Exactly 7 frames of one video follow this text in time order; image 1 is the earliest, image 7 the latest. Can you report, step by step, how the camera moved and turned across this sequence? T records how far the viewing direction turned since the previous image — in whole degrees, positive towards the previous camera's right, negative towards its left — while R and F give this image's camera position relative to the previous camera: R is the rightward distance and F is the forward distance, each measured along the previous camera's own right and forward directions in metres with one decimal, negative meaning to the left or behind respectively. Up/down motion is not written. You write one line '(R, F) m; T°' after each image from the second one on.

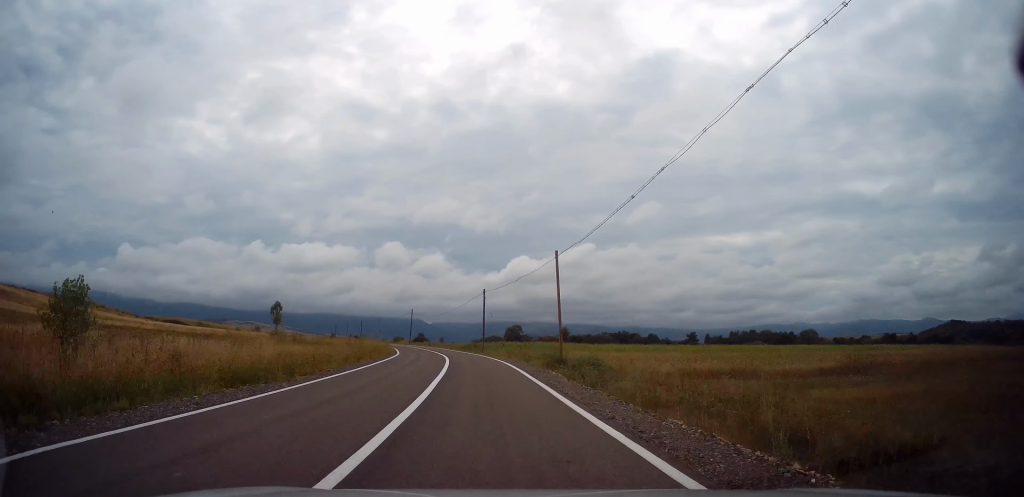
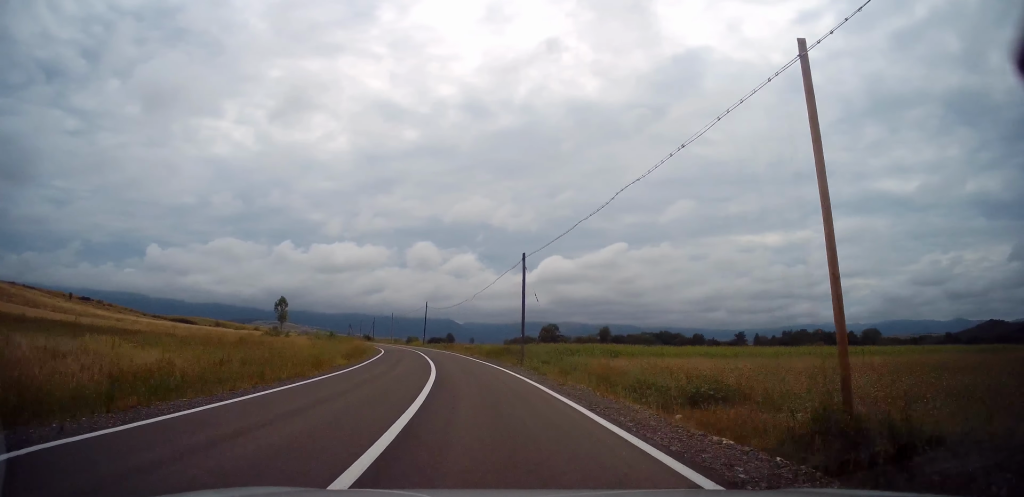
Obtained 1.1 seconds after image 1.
(-1.1, +22.6) m; -5°
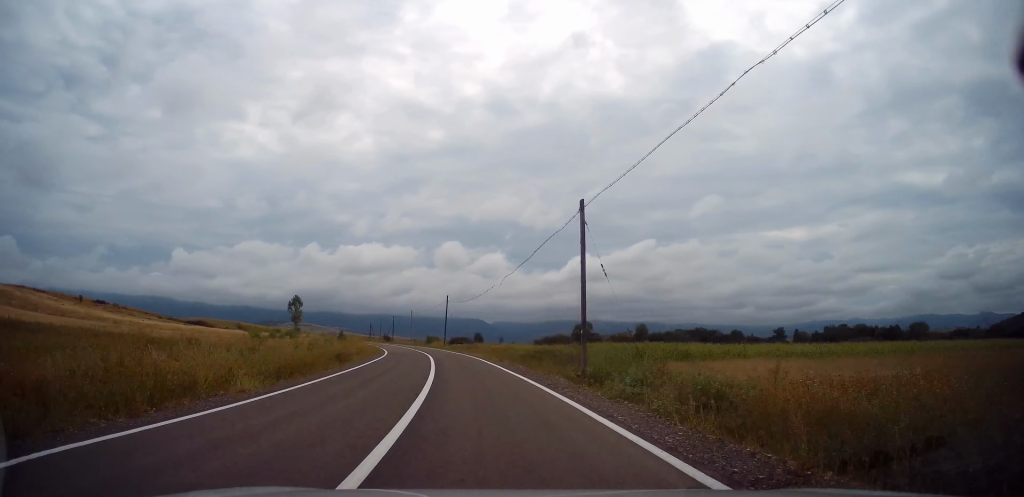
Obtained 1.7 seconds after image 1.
(-0.1, +11.9) m; -2°
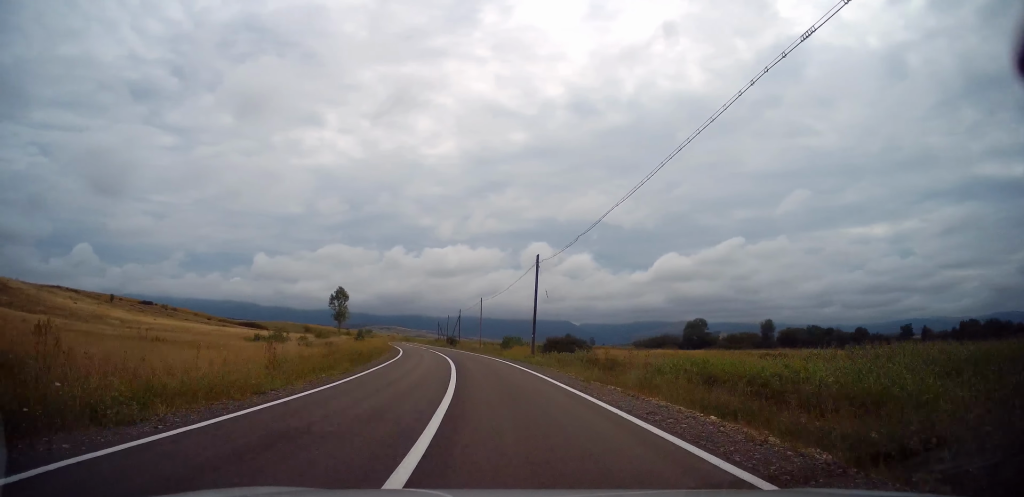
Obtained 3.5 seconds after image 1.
(-2.5, +34.9) m; -7°
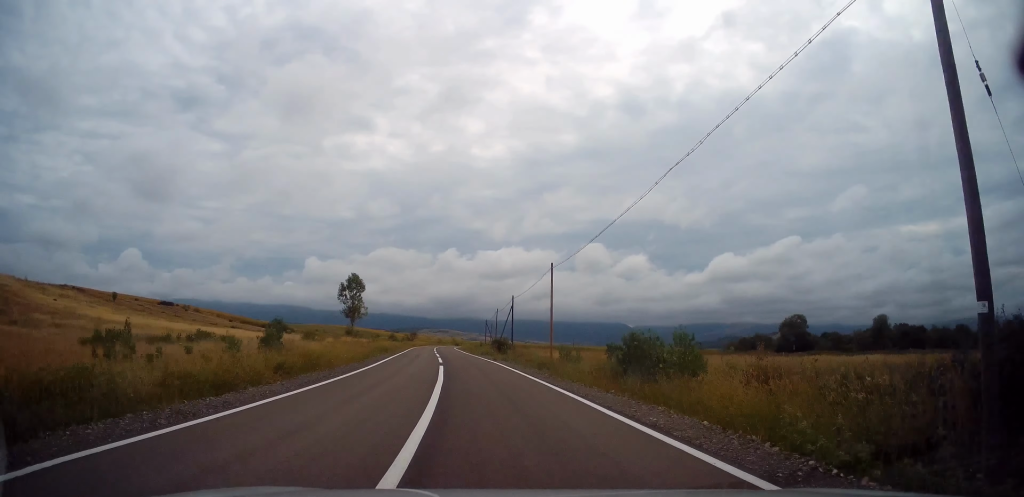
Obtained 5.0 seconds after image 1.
(-1.8, +30.7) m; -7°
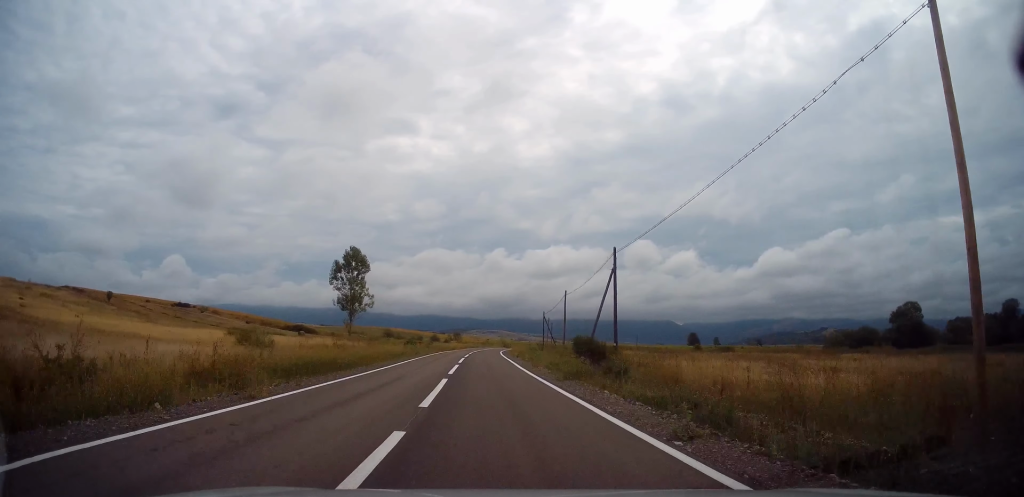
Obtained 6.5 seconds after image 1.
(-1.6, +29.5) m; -5°
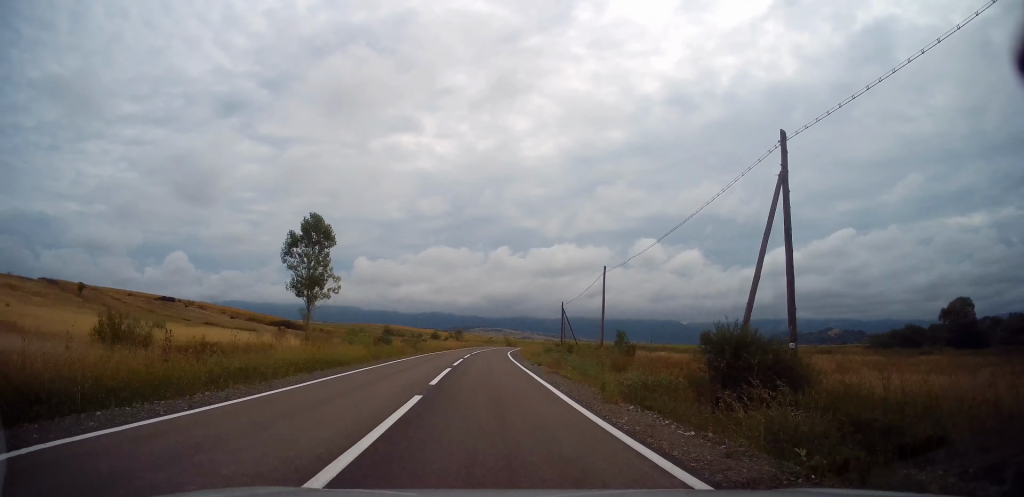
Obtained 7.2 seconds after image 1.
(-0.3, +16.1) m; -1°
